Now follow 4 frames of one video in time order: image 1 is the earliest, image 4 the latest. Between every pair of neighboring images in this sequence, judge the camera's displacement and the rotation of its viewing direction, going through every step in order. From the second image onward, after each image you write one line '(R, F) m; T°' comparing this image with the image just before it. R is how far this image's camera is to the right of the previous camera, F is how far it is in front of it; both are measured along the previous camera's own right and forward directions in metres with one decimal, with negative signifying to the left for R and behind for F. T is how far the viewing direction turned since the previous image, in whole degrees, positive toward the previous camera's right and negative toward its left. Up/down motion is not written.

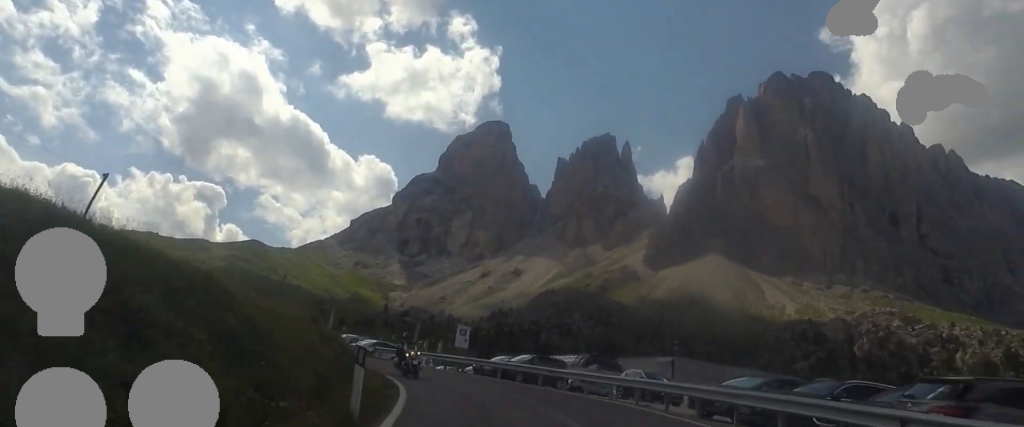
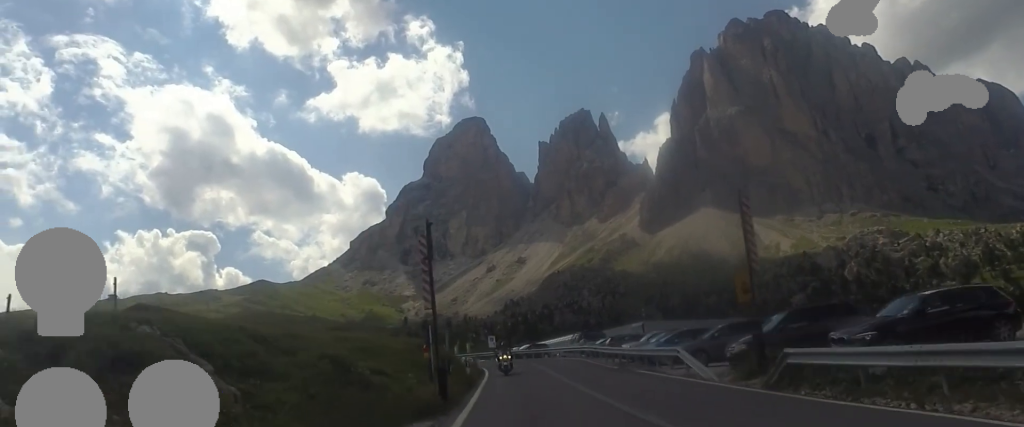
(+3.9, +30.0) m; +9°
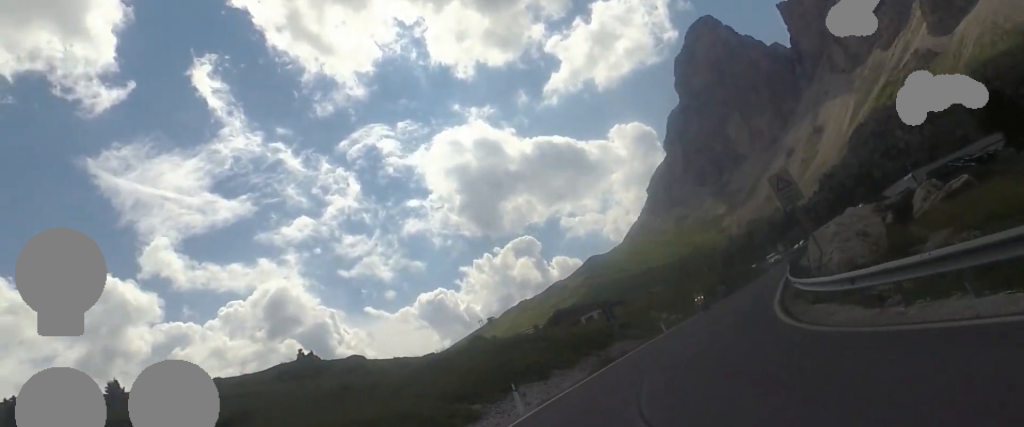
(-12.8, +42.9) m; -40°
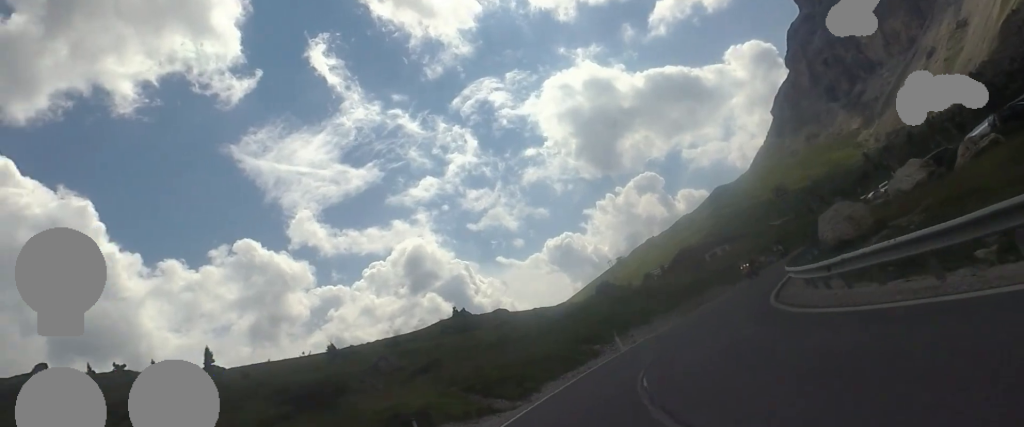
(-1.6, +10.4) m; -12°
